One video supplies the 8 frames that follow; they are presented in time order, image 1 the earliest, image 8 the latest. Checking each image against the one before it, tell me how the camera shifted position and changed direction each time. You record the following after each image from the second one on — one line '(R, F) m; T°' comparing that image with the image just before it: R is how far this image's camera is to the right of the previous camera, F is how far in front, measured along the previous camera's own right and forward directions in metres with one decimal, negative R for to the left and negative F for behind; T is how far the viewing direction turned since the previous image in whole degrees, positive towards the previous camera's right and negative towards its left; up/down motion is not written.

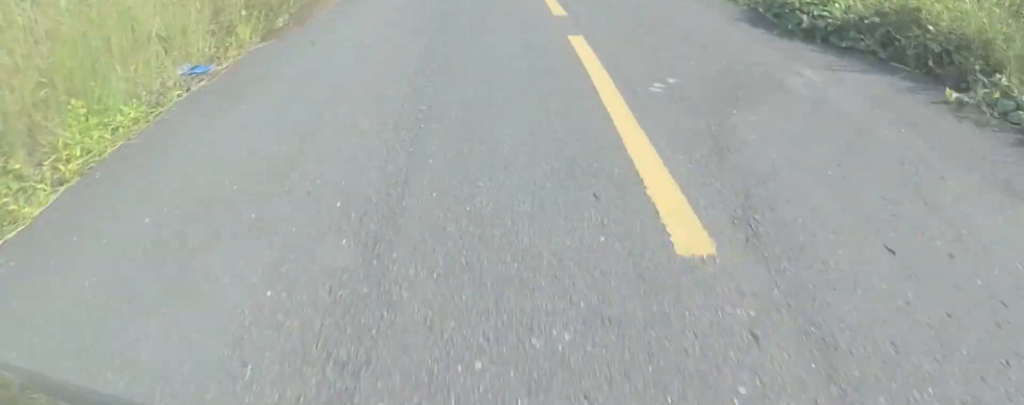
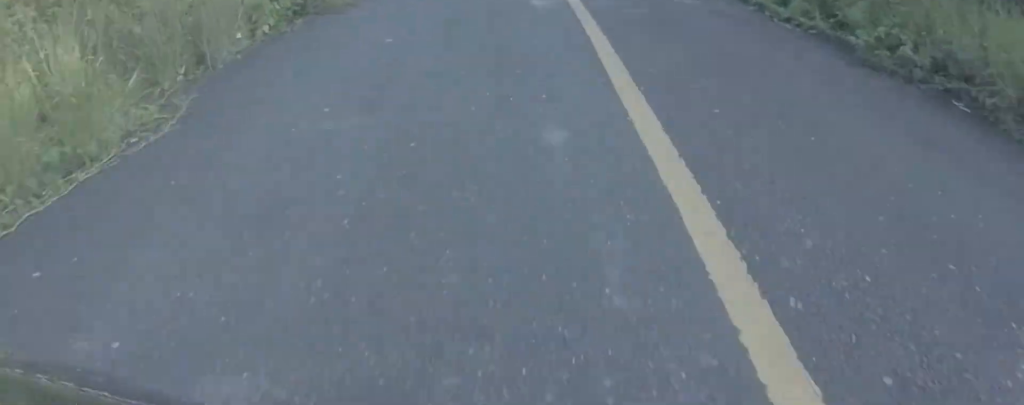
(+1.5, +13.0) m; +6°
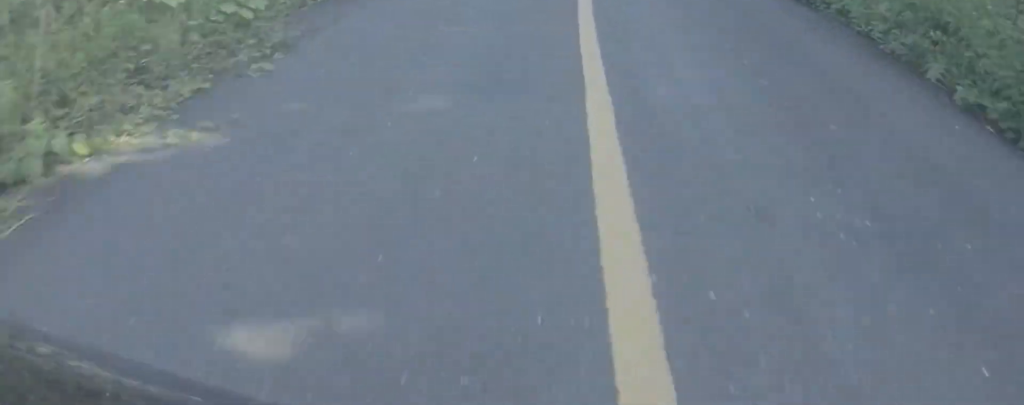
(-0.2, +16.8) m; +3°
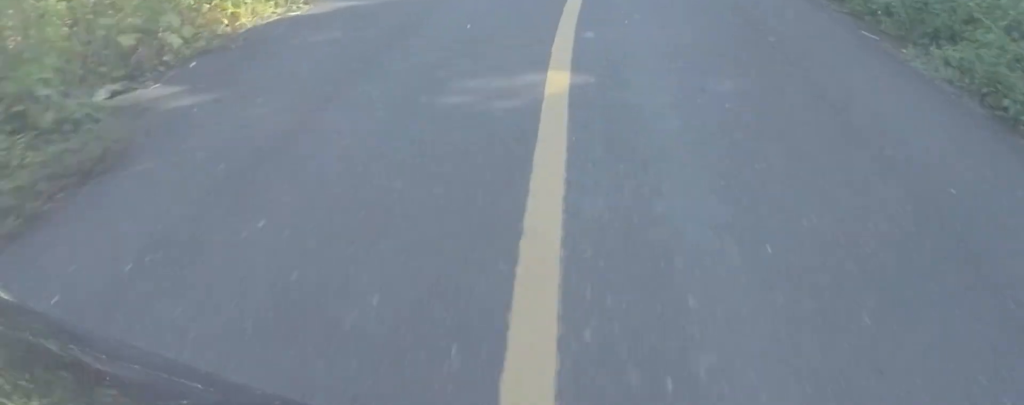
(+0.9, +13.0) m; +6°
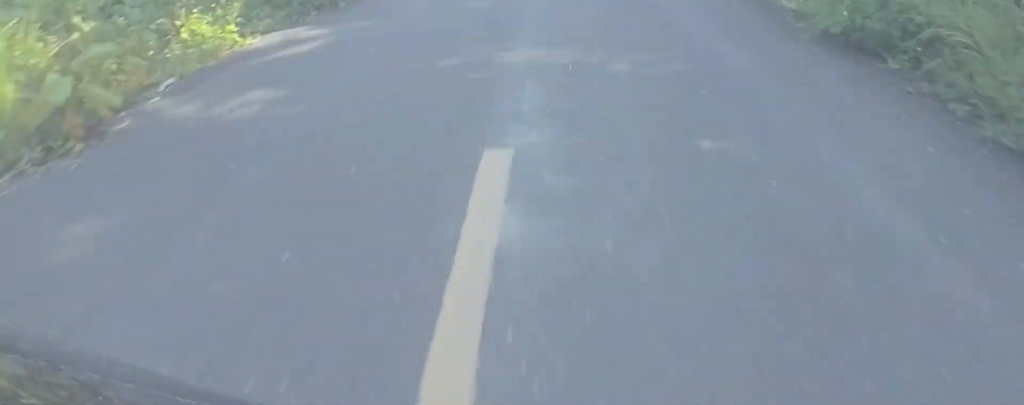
(+2.4, +21.5) m; +11°
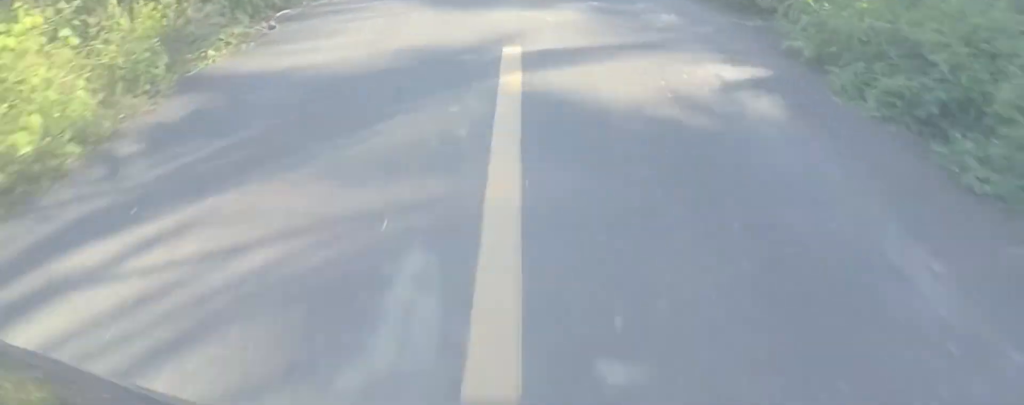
(0.0, +14.1) m; -2°
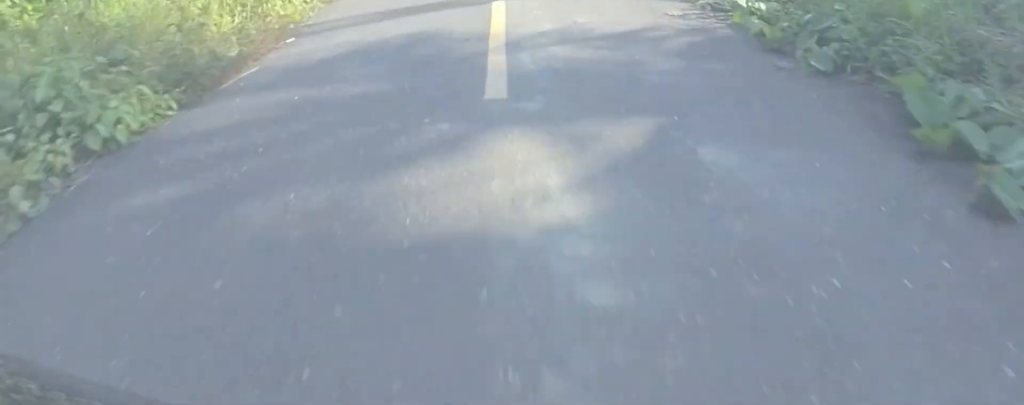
(-0.3, +13.8) m; 0°
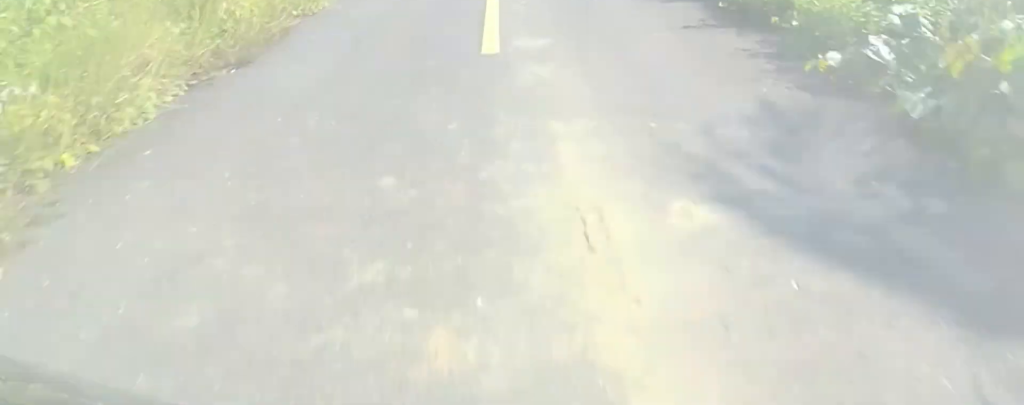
(+0.2, +7.0) m; +1°
